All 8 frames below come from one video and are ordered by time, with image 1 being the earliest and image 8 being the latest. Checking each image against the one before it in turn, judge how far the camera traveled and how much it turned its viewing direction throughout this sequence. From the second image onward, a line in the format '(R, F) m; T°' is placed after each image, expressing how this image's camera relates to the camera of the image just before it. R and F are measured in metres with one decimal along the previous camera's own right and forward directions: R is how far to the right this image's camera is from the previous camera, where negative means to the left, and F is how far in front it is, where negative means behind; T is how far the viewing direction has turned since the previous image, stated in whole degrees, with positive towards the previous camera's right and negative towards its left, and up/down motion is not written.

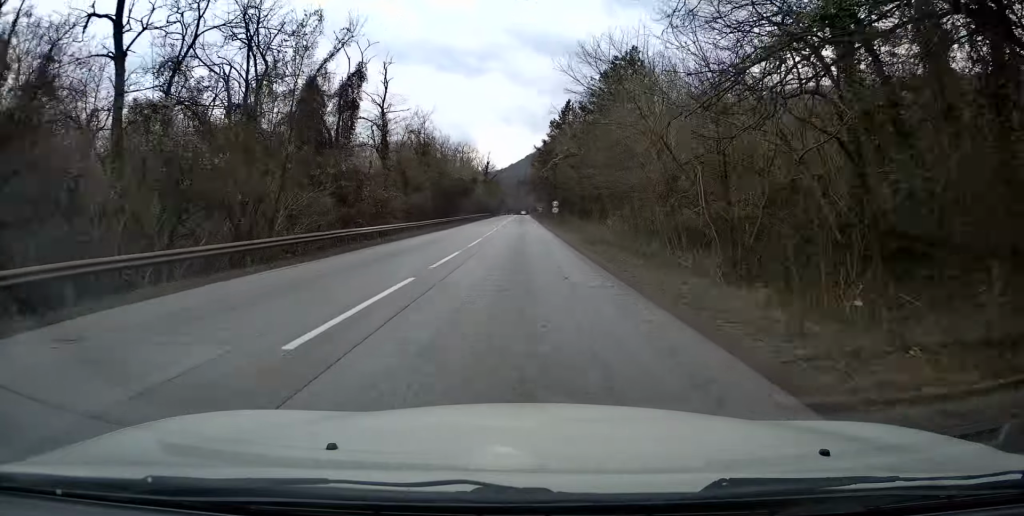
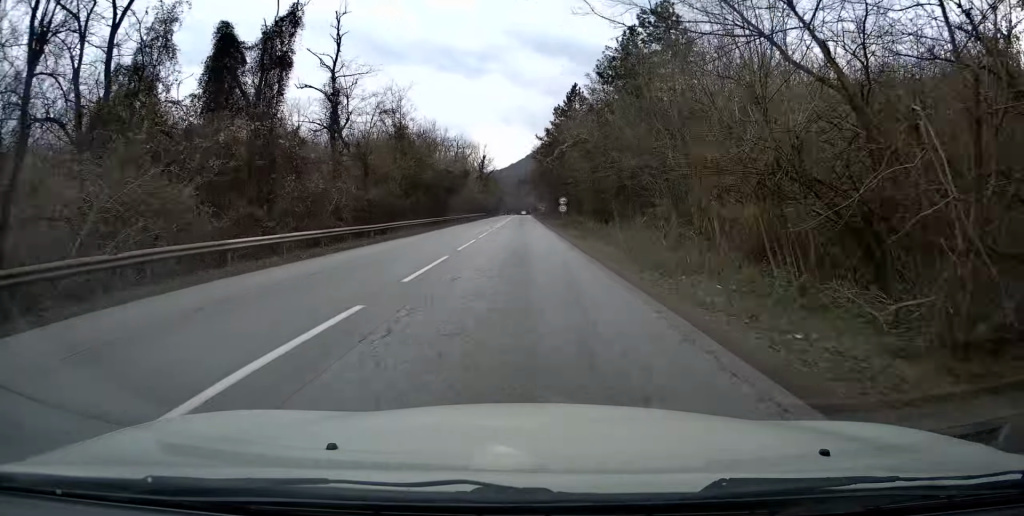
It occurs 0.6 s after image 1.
(0.0, +12.9) m; 0°
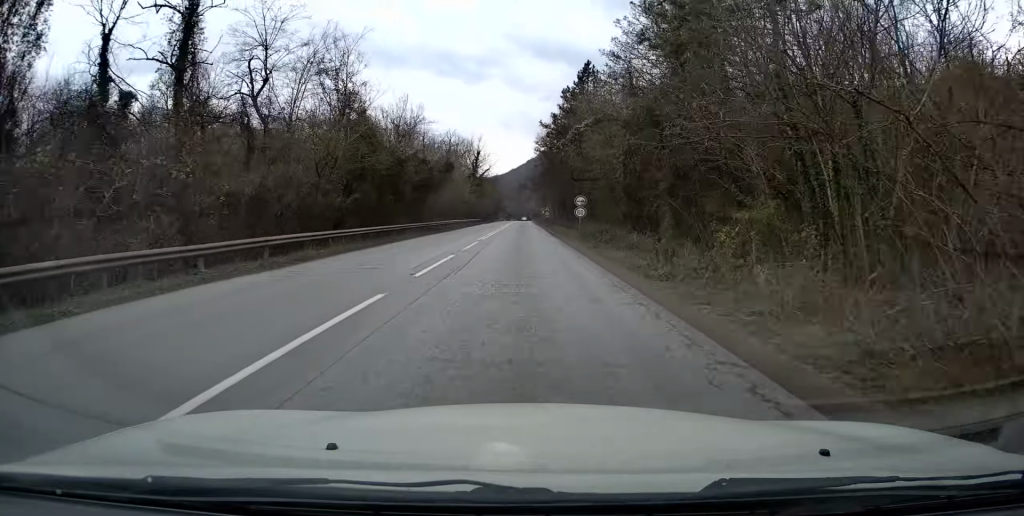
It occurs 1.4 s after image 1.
(0.0, +16.9) m; 0°
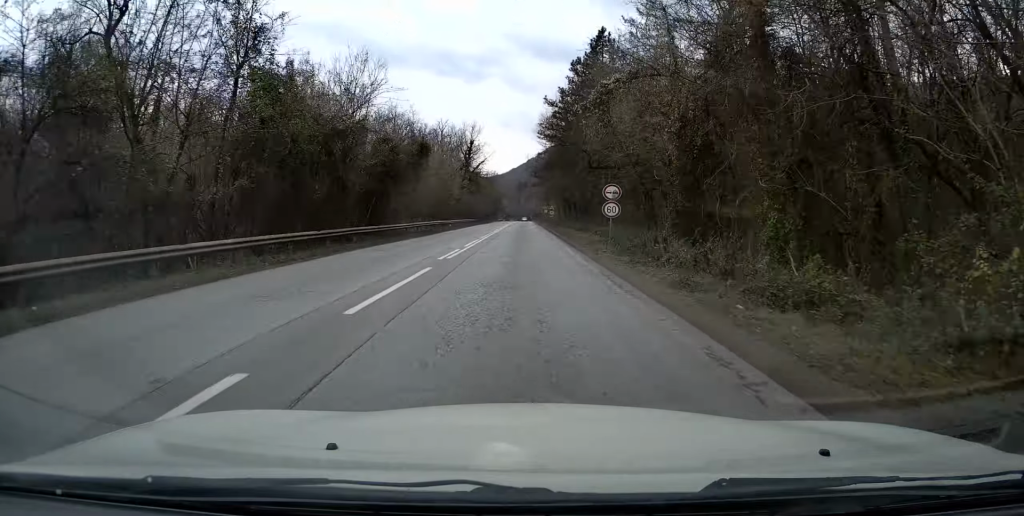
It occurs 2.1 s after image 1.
(0.0, +13.8) m; -1°
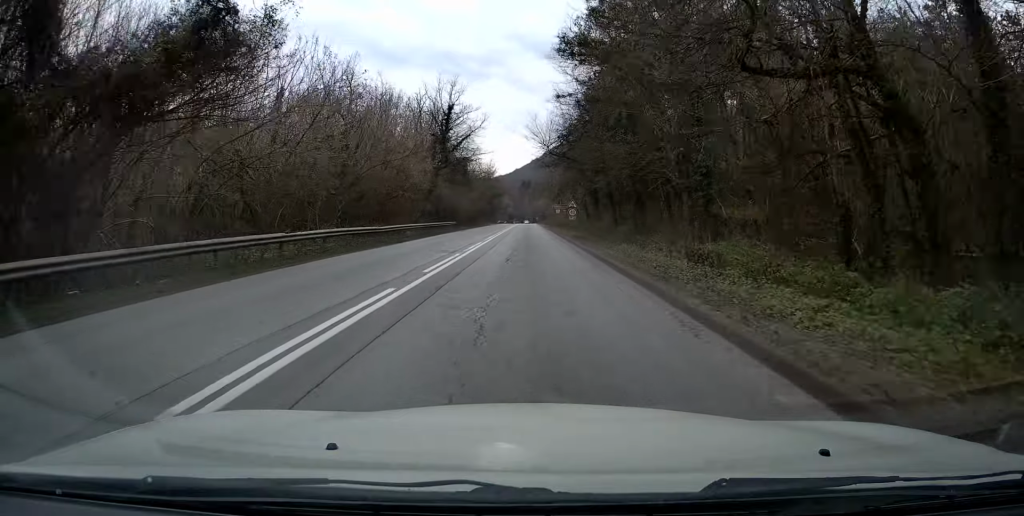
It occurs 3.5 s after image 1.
(-0.2, +28.3) m; 0°
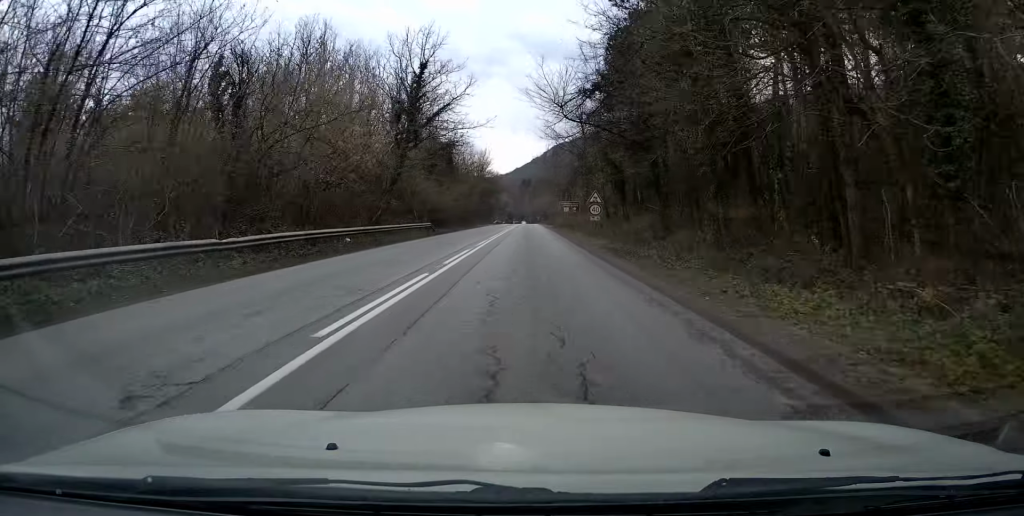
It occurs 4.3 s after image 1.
(+0.2, +15.8) m; 0°
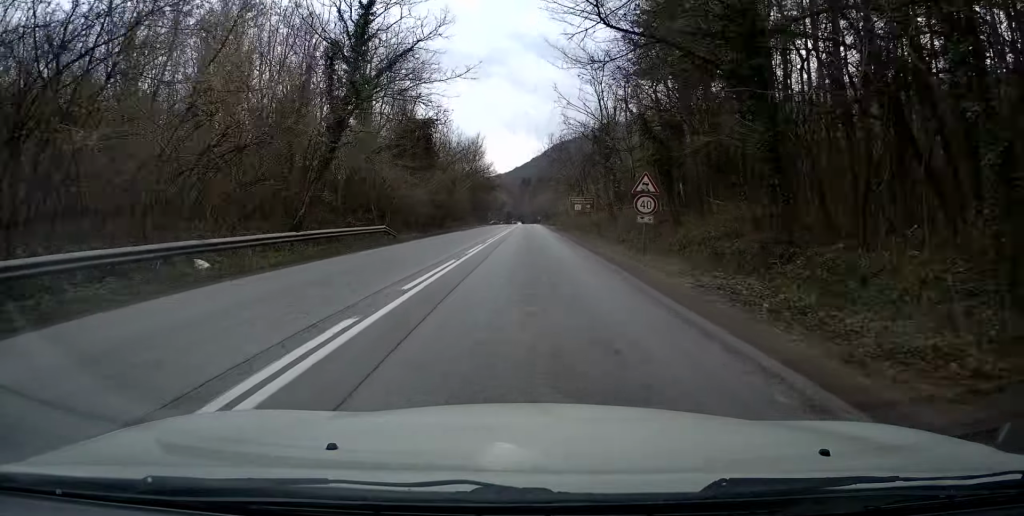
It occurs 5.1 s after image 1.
(-0.2, +14.1) m; 0°
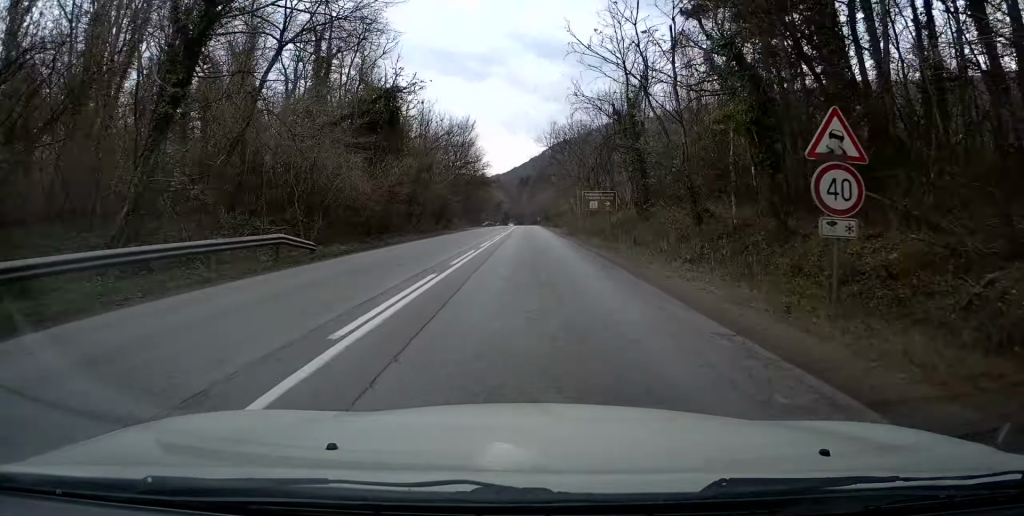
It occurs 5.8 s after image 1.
(+0.1, +12.4) m; +1°
